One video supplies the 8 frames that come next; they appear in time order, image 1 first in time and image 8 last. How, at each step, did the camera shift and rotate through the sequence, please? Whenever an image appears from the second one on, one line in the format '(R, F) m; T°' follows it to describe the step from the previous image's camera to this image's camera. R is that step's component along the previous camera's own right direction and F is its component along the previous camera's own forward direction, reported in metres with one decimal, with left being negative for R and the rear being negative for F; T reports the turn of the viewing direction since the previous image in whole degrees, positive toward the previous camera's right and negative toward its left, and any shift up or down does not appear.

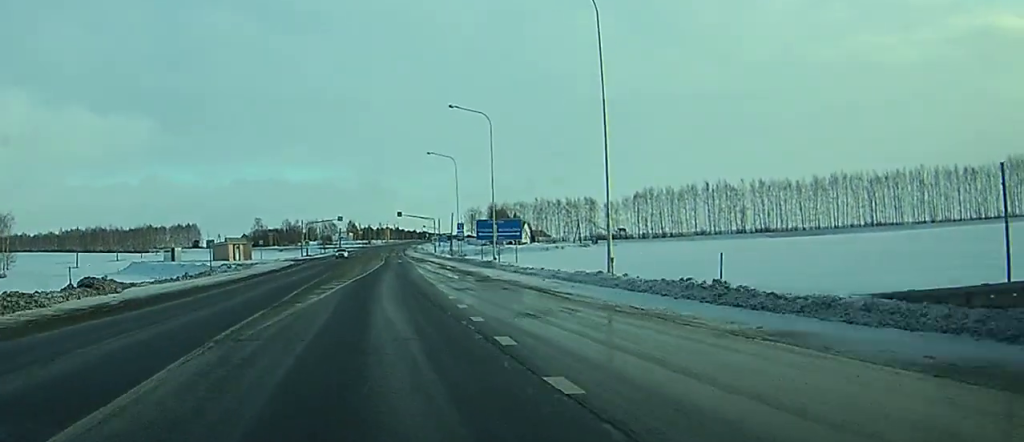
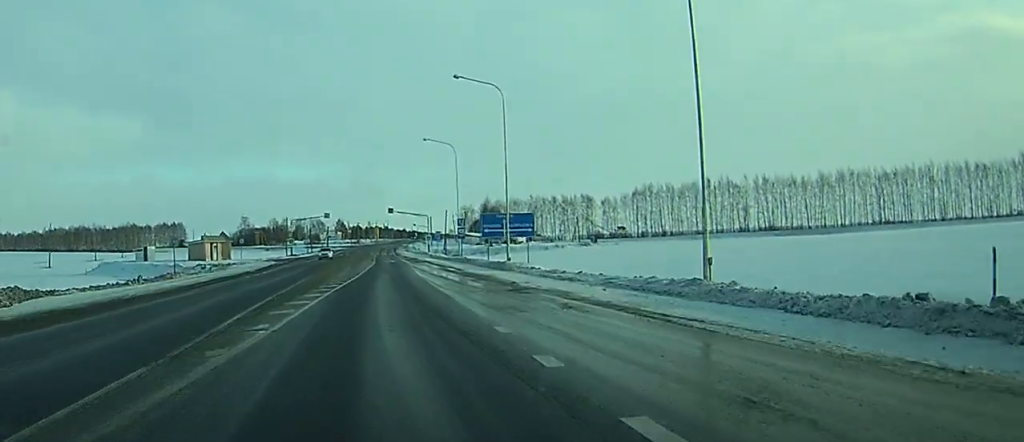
(+0.1, +10.5) m; 0°
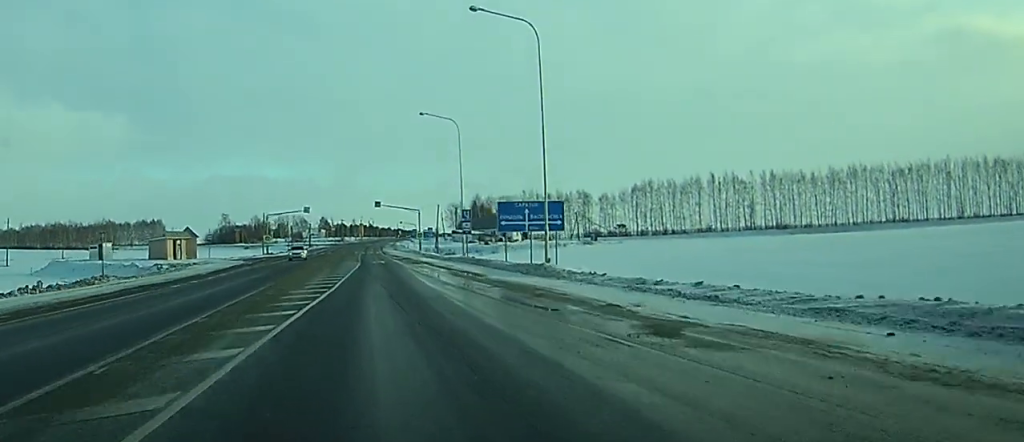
(0.0, +14.8) m; +1°
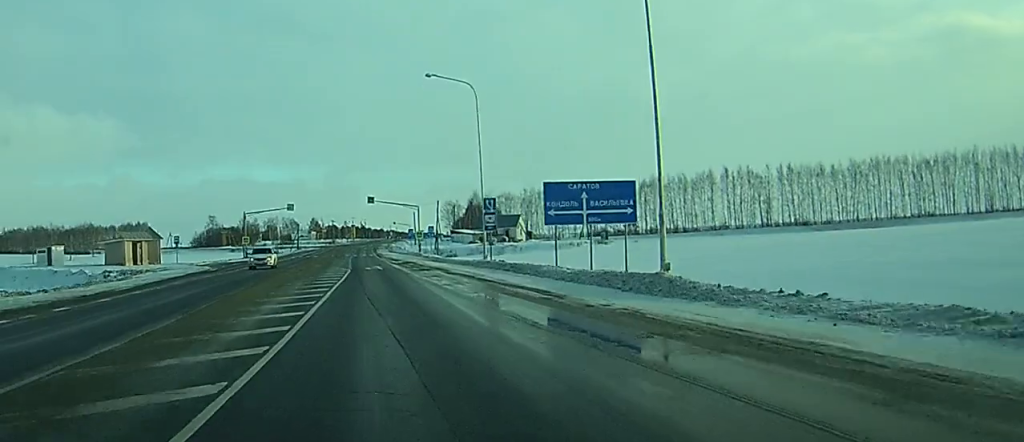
(+0.1, +15.7) m; 0°
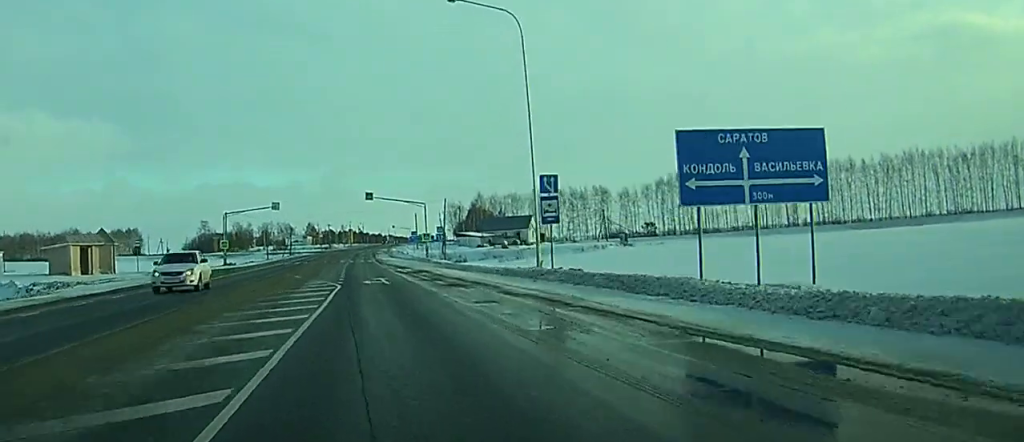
(+0.1, +16.5) m; 0°
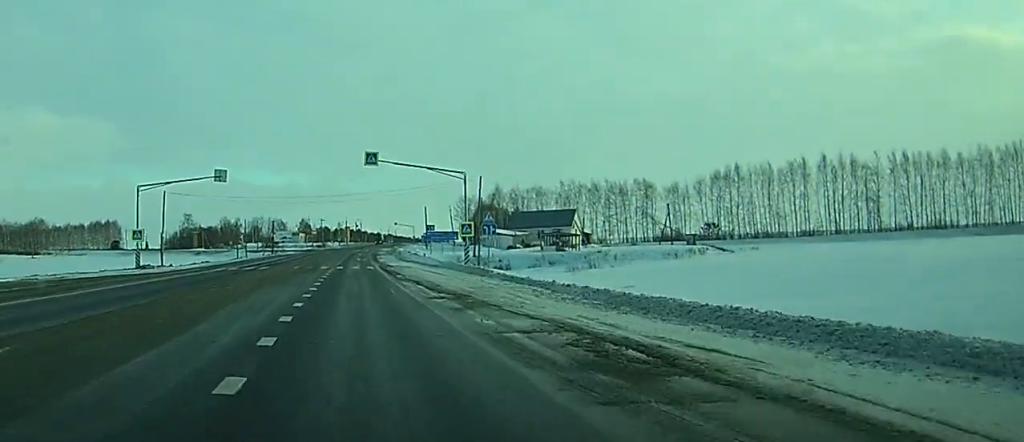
(+0.2, +38.0) m; +1°
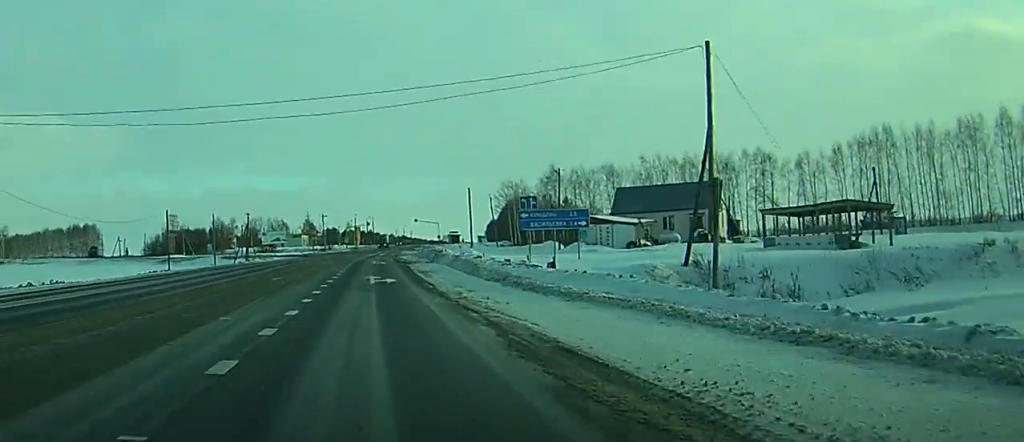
(+0.2, +55.3) m; -1°
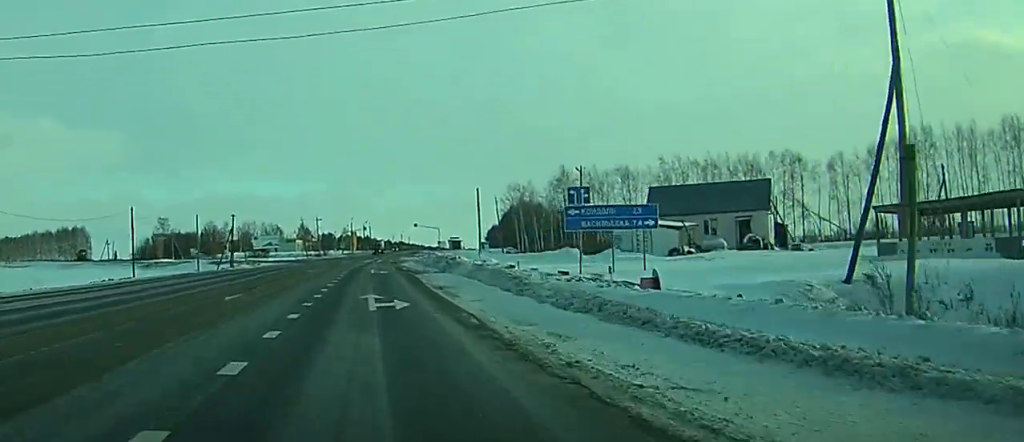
(-0.2, +11.9) m; -2°
